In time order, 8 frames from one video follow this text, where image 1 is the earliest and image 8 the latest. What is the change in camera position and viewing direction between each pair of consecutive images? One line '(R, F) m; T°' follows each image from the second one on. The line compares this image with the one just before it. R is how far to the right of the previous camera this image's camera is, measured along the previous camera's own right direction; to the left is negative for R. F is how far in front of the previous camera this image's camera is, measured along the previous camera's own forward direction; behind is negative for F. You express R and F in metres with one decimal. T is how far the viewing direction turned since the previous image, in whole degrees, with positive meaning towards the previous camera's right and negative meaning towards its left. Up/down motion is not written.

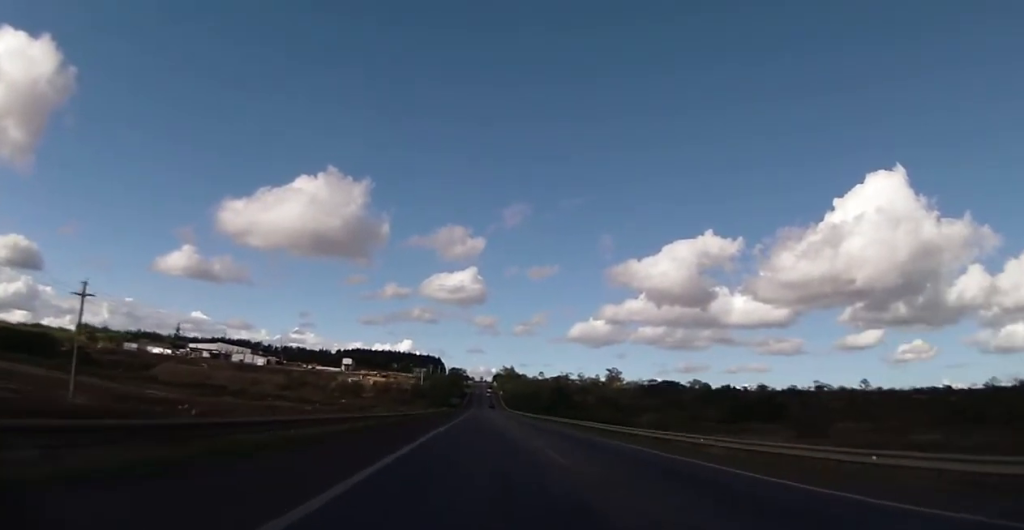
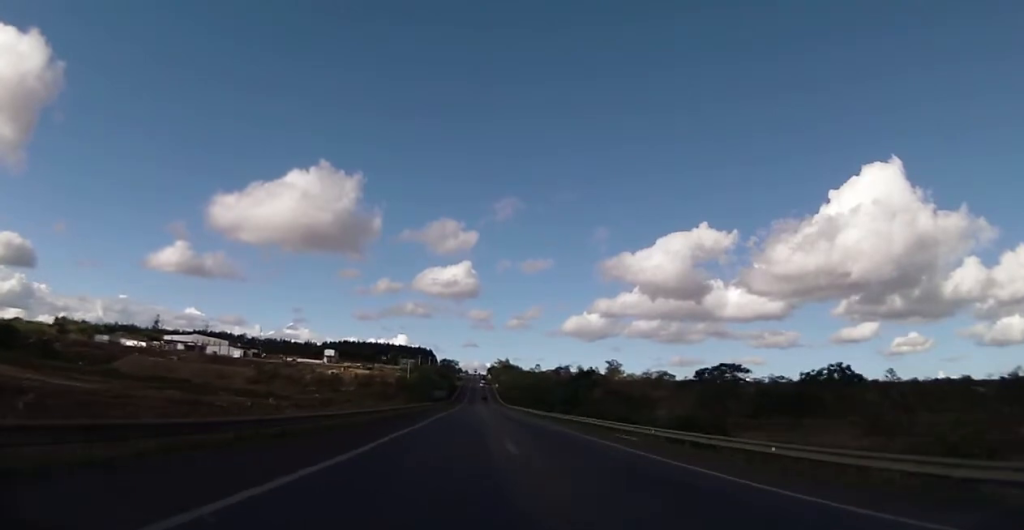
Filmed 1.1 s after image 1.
(+0.2, +32.6) m; 0°
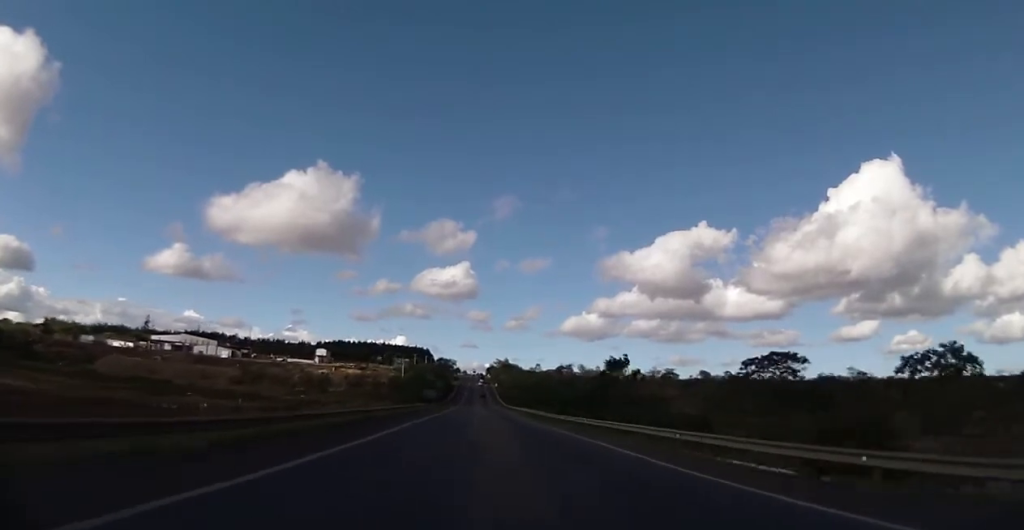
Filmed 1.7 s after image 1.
(0.0, +17.2) m; 0°
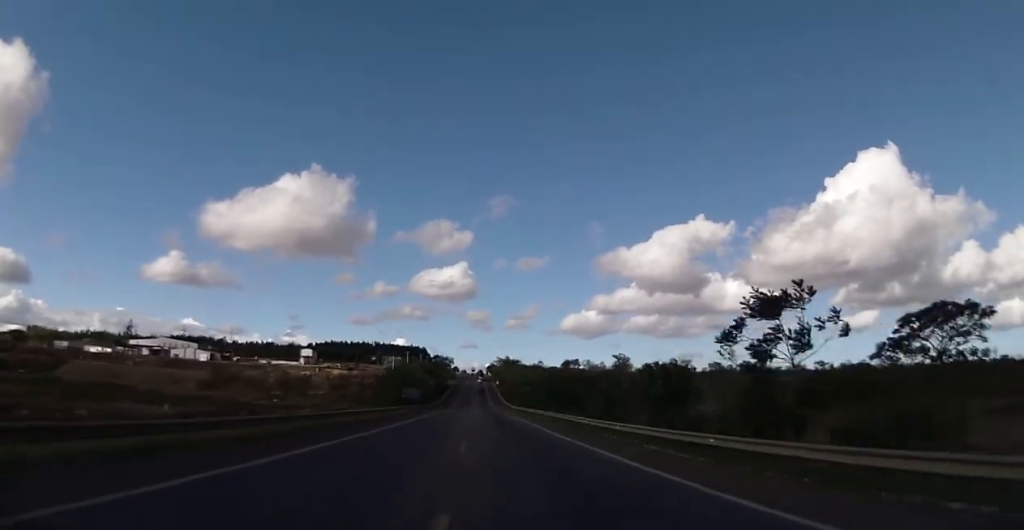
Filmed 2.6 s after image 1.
(+0.2, +29.7) m; 0°
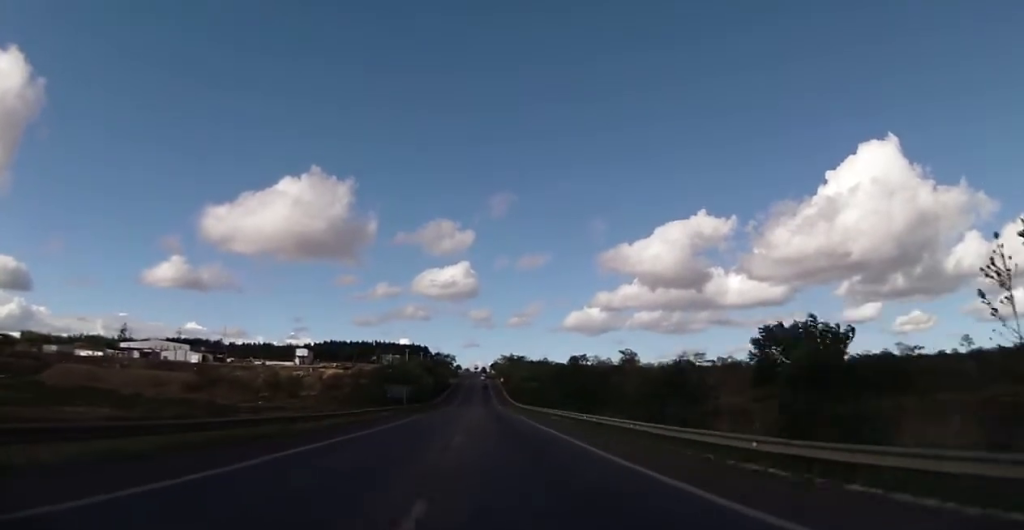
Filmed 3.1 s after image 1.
(+0.3, +15.5) m; 0°
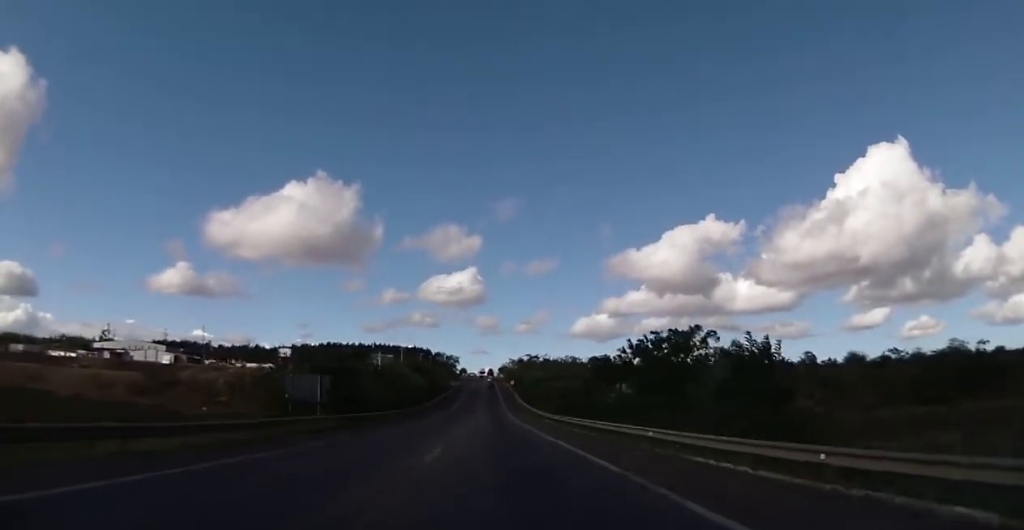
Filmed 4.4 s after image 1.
(-0.9, +40.0) m; -1°
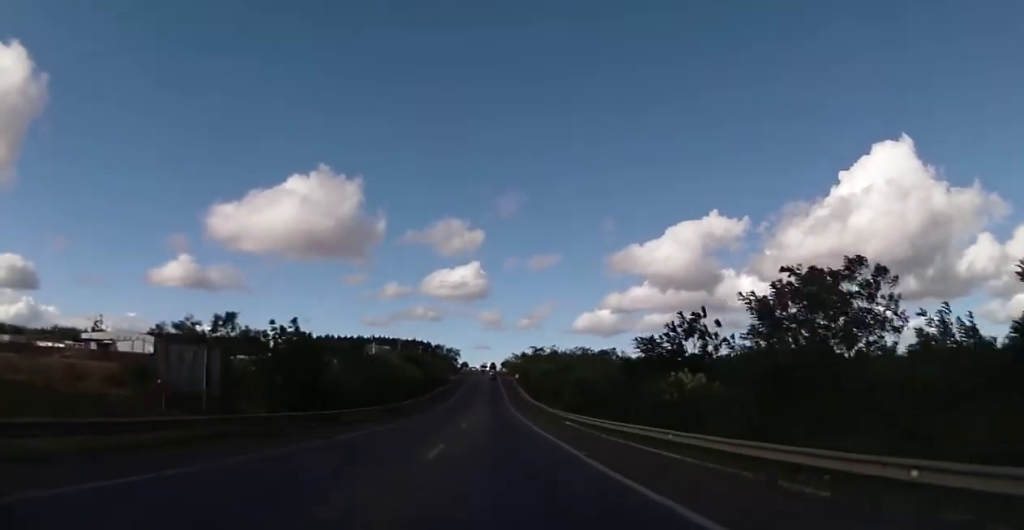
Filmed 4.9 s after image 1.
(0.0, +14.9) m; 0°
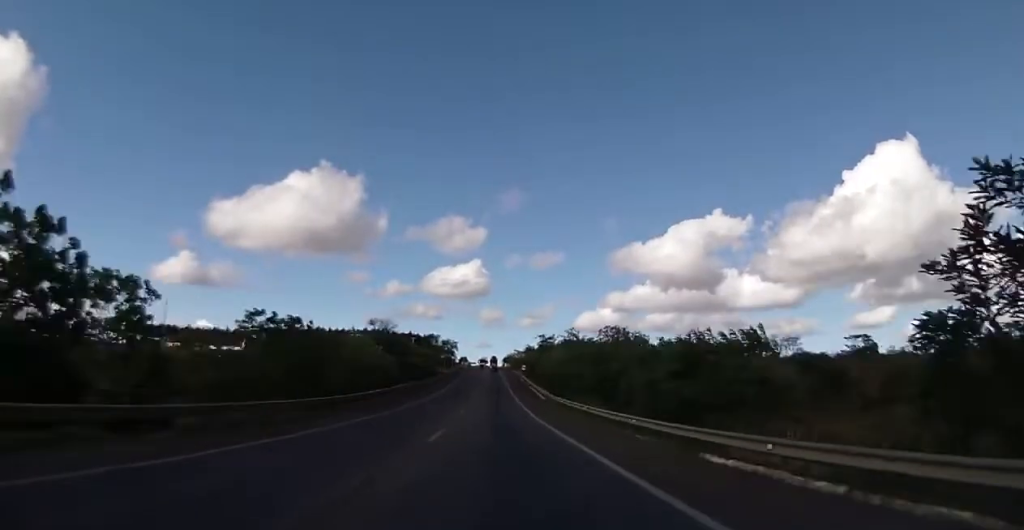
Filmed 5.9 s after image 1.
(+0.3, +31.9) m; 0°
